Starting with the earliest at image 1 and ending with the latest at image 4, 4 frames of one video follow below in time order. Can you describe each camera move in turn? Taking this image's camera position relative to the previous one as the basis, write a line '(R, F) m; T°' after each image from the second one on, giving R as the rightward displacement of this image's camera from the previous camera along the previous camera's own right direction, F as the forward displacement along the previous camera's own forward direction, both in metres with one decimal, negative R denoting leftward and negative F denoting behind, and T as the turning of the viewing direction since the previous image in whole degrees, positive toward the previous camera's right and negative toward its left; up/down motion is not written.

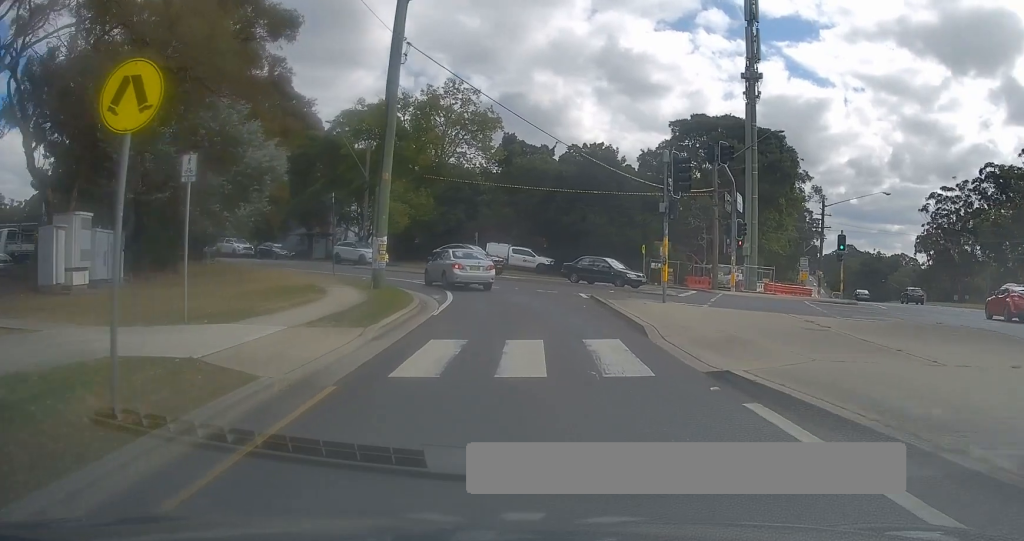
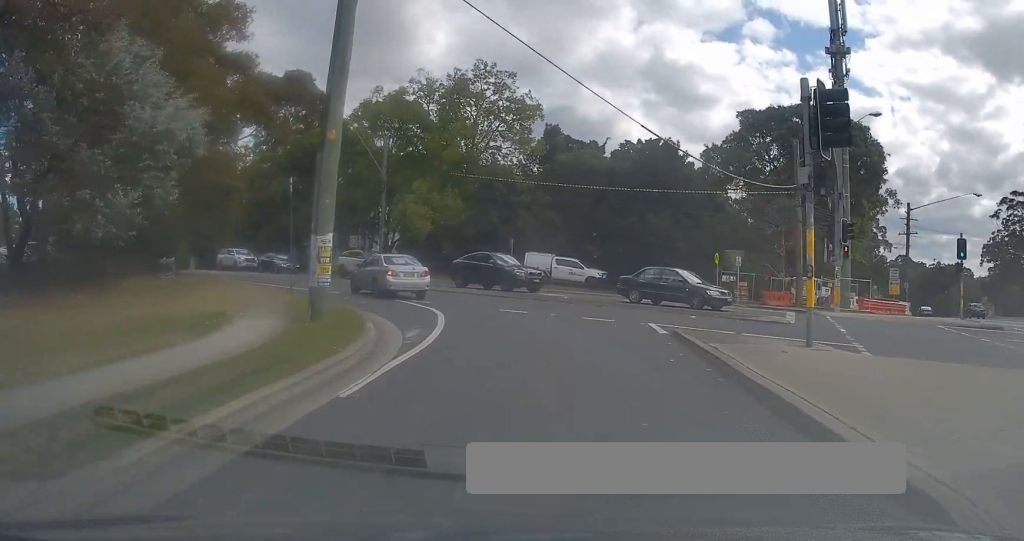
(-0.5, +9.2) m; -5°
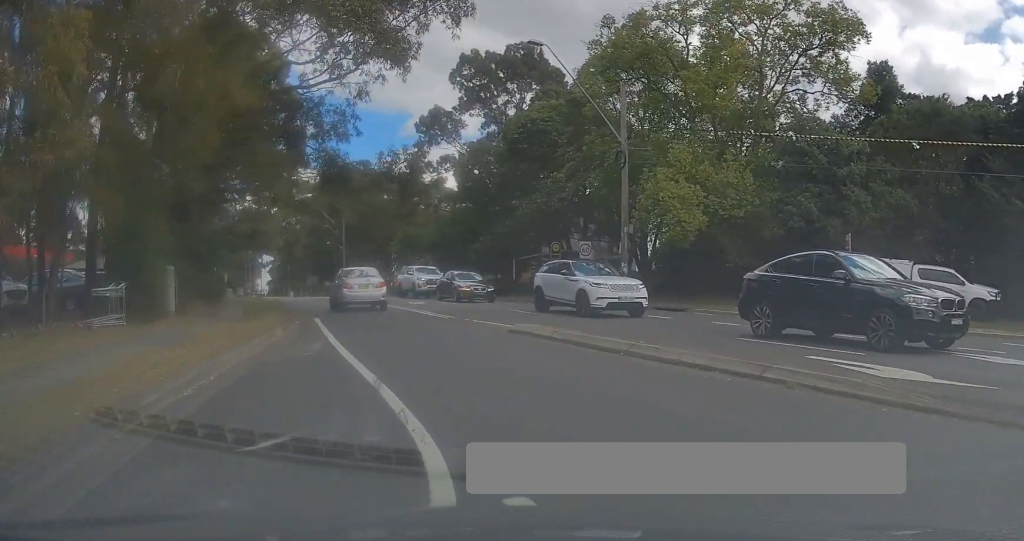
(-2.8, +18.8) m; -24°
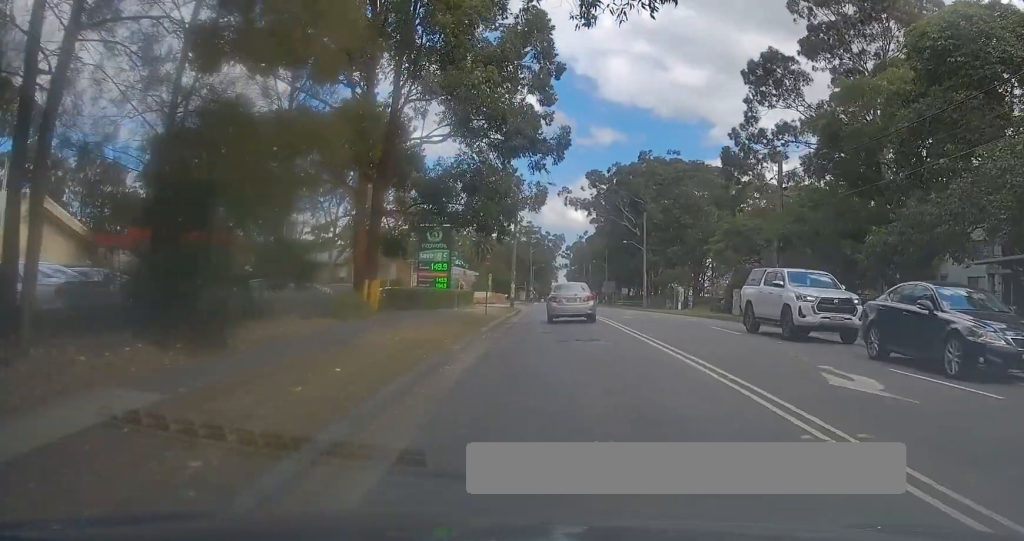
(-5.1, +19.0) m; -23°
